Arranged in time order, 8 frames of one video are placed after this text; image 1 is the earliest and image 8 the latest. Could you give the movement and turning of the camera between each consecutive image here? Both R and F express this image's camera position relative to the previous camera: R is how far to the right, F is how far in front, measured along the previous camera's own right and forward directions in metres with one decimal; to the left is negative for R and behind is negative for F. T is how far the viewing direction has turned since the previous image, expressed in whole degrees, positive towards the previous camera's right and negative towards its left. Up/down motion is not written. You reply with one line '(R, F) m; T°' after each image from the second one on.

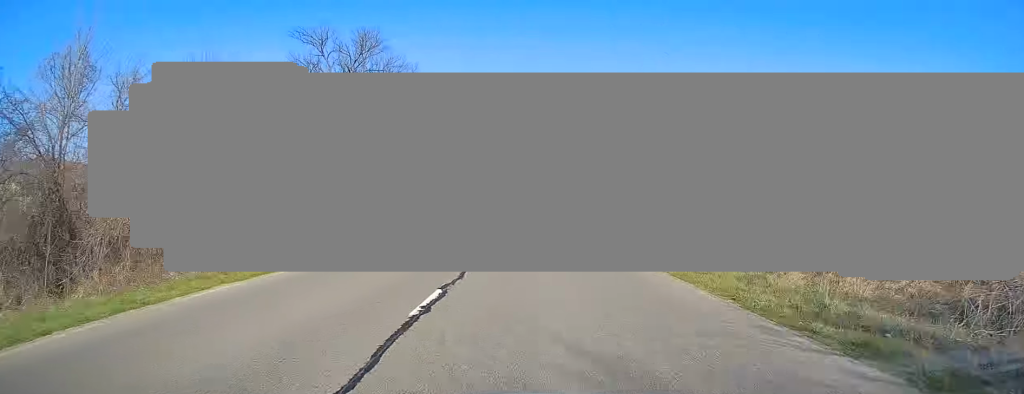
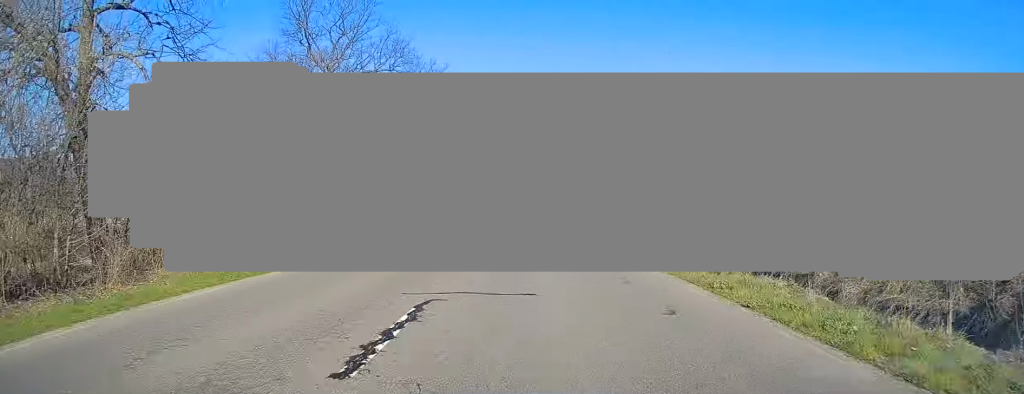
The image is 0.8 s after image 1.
(0.0, +20.3) m; +1°
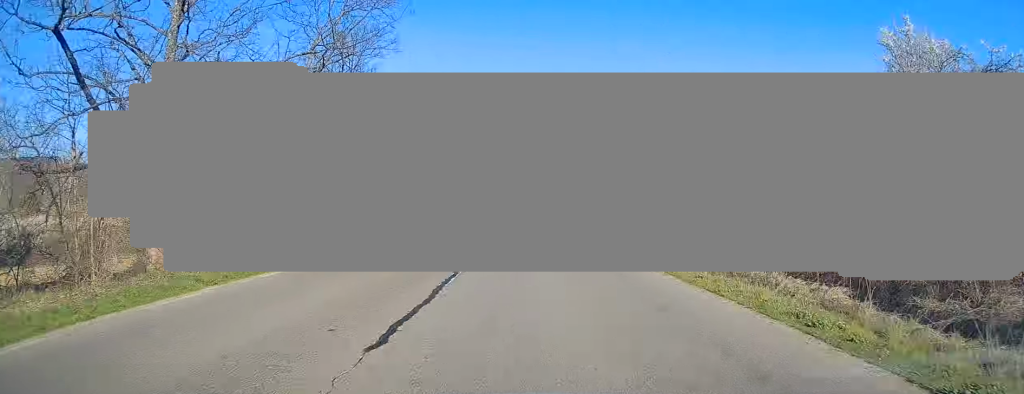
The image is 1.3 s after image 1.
(+0.2, +12.7) m; 0°
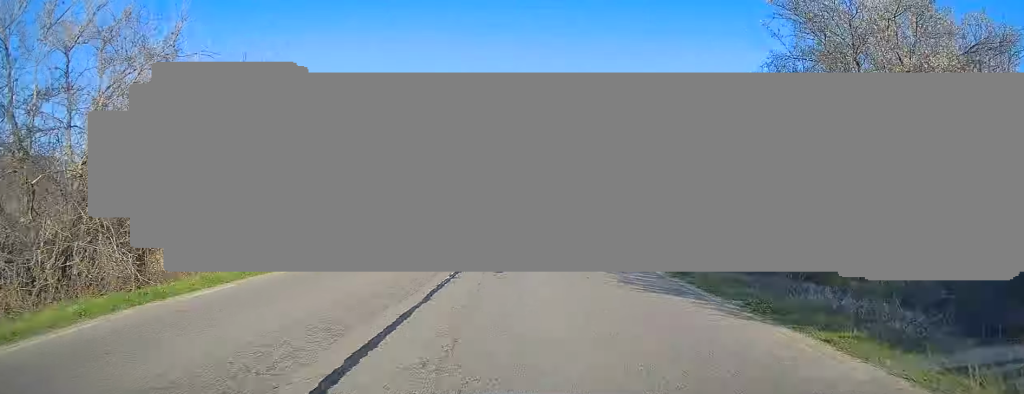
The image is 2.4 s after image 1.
(-0.2, +27.1) m; -1°
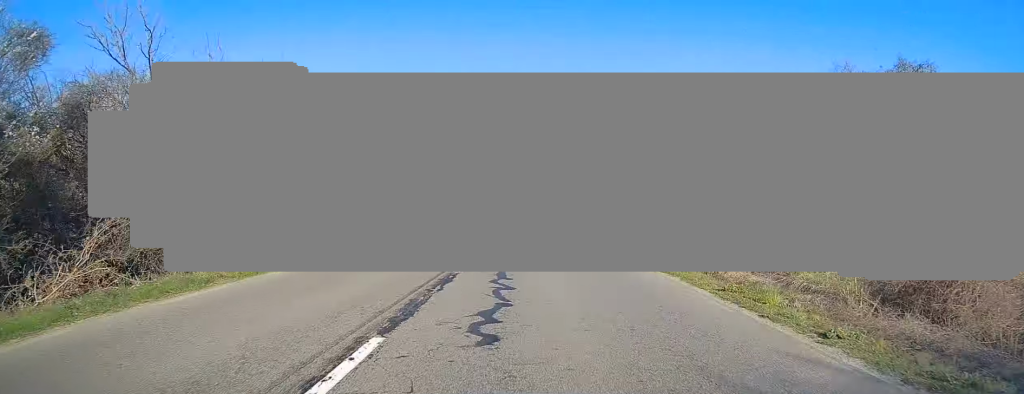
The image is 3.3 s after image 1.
(-0.1, +24.6) m; 0°
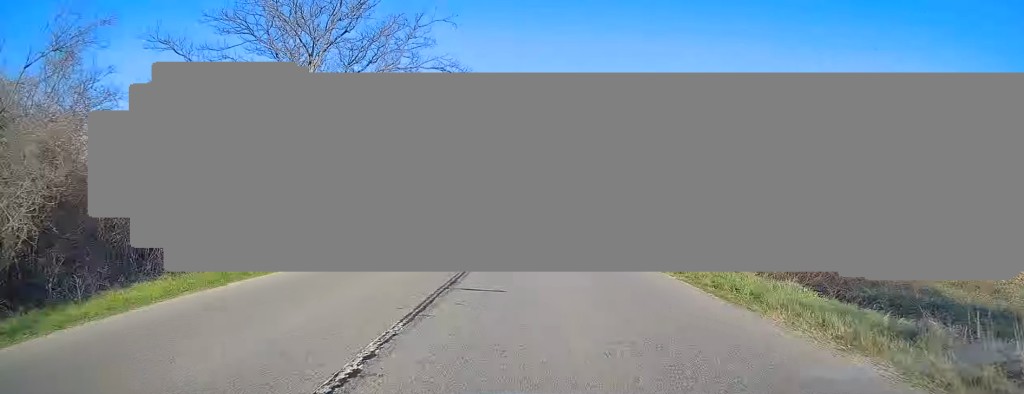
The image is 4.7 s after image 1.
(+0.4, +35.1) m; 0°
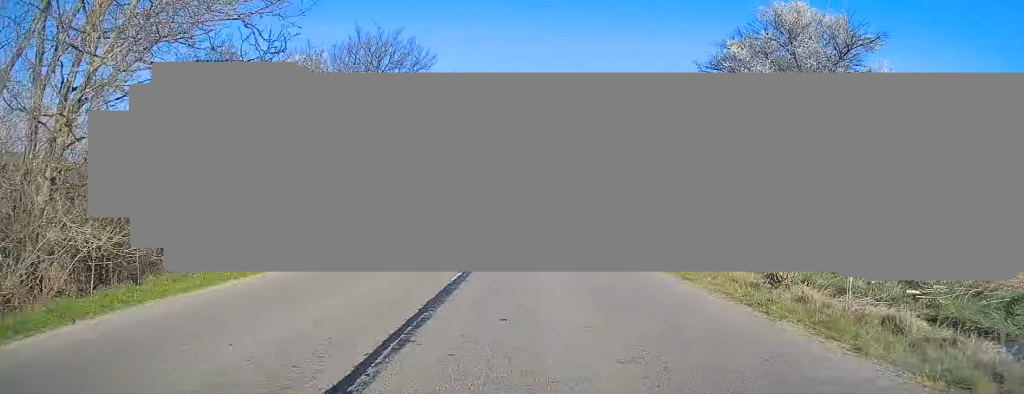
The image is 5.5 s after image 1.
(-0.3, +20.5) m; -1°
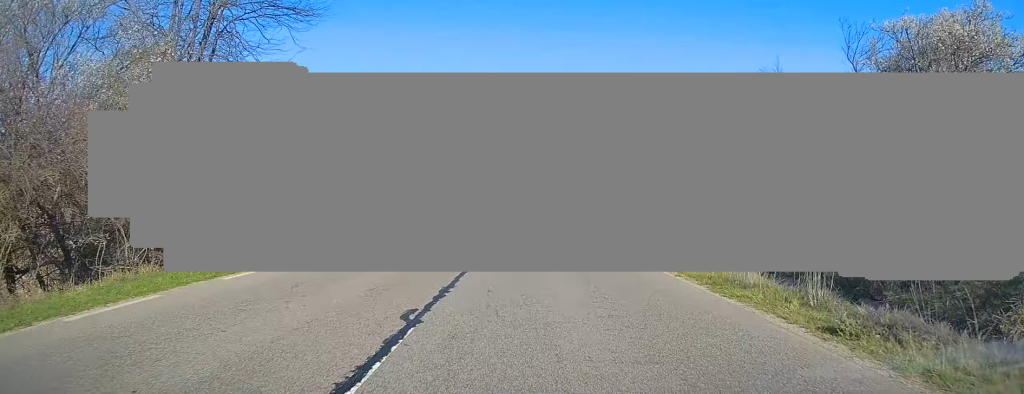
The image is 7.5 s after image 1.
(+0.6, +51.3) m; +1°
